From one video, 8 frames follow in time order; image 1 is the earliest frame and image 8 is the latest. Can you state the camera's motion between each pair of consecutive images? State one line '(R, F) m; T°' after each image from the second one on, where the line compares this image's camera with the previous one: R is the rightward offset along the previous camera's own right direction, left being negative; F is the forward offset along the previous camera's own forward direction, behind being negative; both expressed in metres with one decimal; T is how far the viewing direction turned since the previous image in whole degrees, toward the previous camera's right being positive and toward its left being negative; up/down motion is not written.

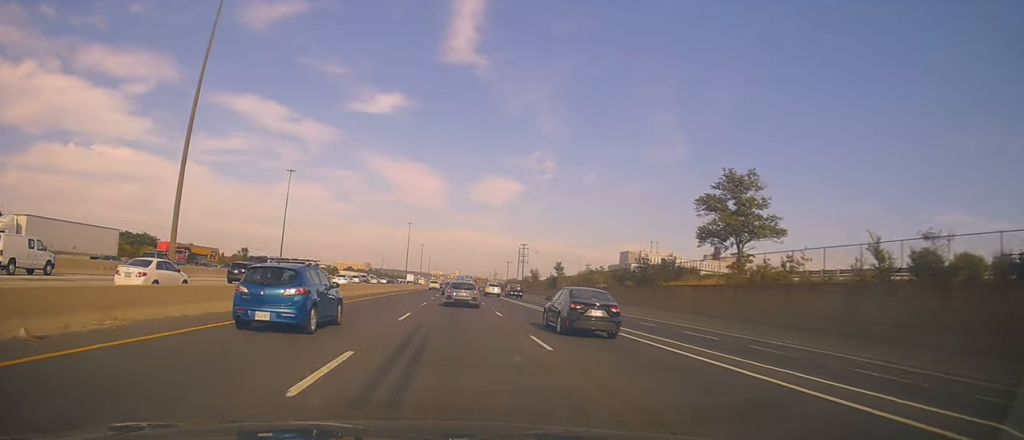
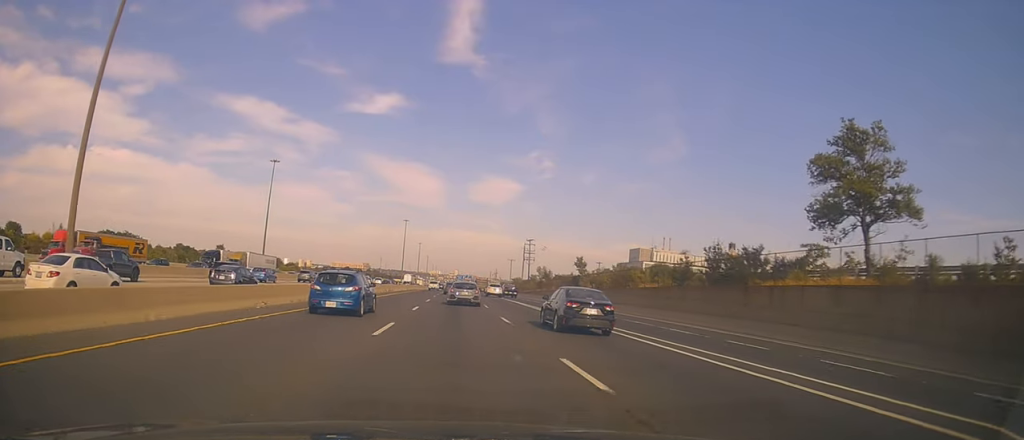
(0.0, +16.8) m; 0°
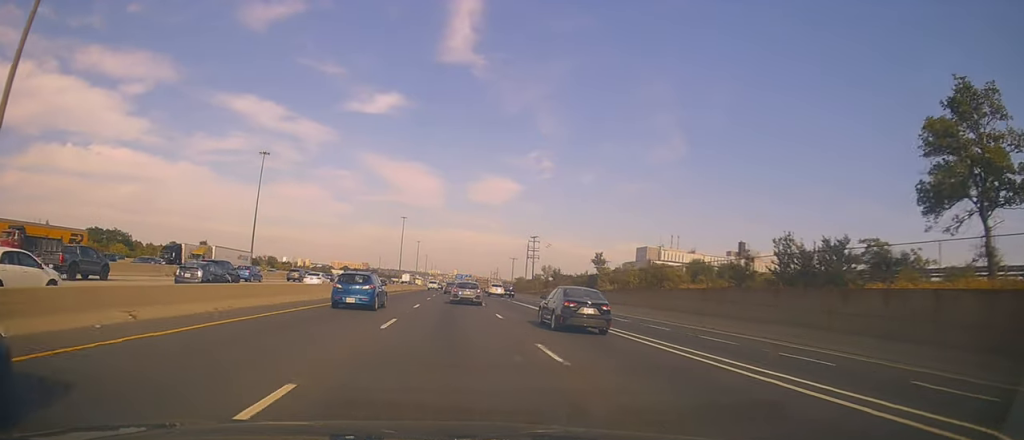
(+0.3, +9.9) m; 0°
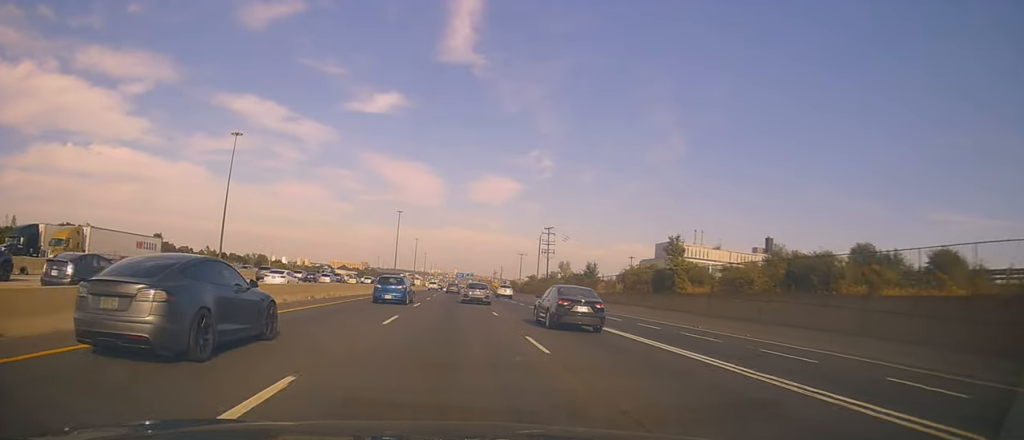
(-0.4, +23.0) m; 0°
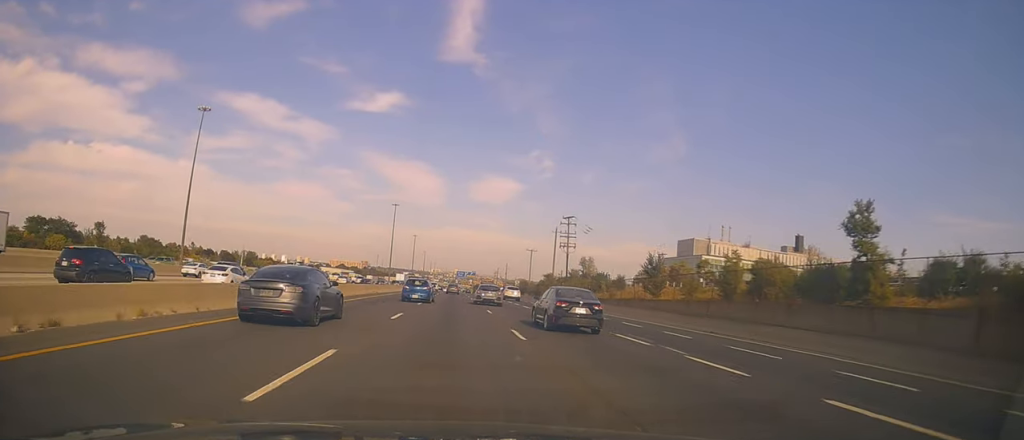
(+0.3, +21.9) m; +2°
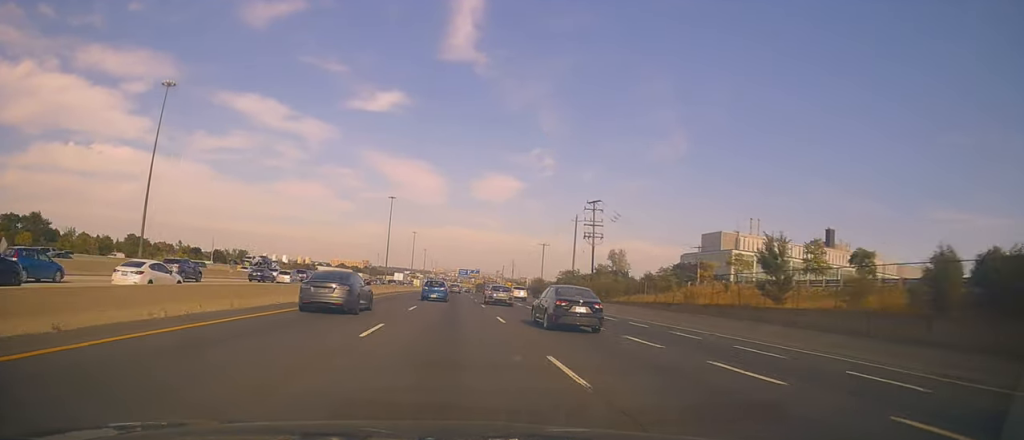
(+0.4, +18.9) m; -1°
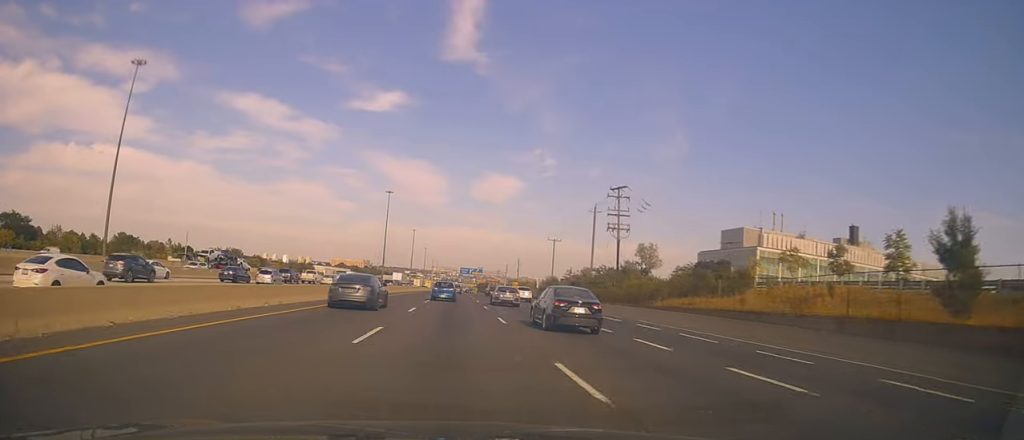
(-0.4, +13.2) m; 0°
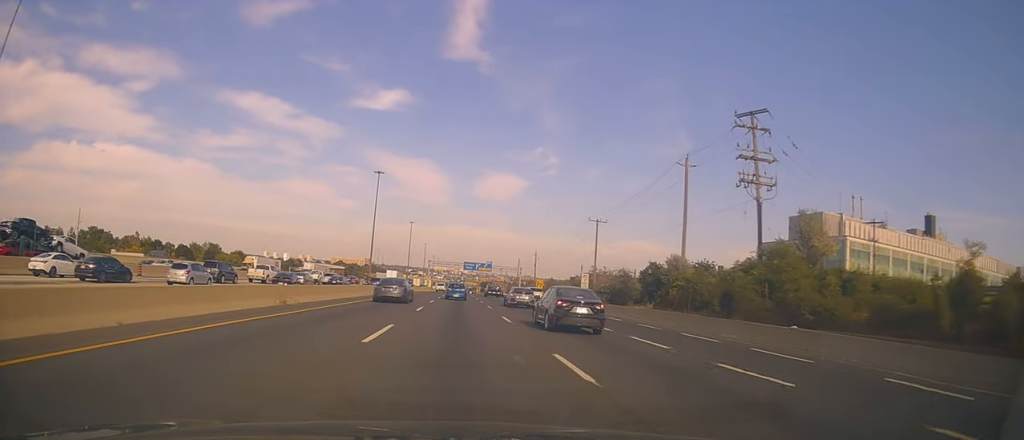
(+0.6, +35.7) m; 0°
